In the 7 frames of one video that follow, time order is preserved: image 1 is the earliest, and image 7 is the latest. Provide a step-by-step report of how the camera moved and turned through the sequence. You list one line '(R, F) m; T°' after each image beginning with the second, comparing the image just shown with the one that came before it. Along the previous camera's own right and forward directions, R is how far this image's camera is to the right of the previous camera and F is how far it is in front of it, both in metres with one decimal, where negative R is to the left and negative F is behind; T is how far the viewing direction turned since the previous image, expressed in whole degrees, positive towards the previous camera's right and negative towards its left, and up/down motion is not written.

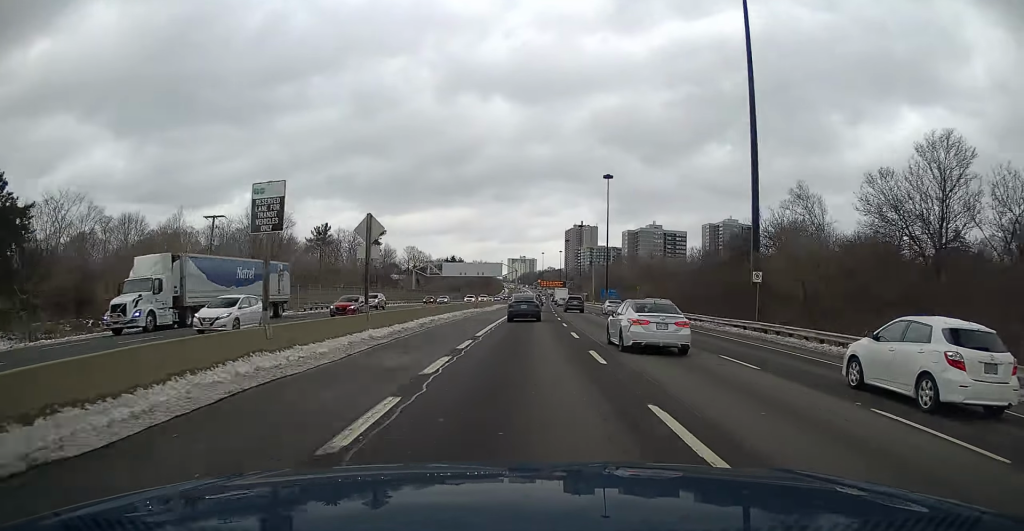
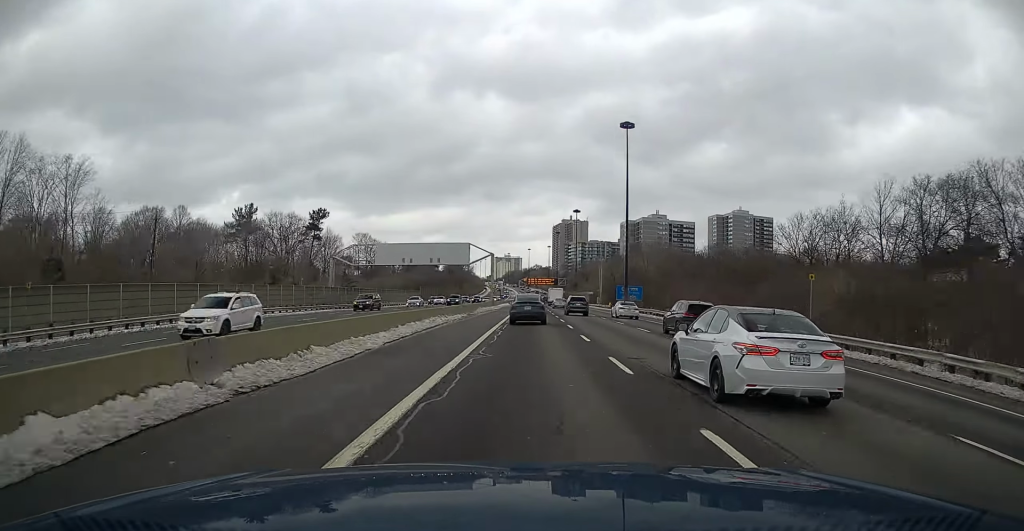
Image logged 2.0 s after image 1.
(+0.7, +55.6) m; +1°
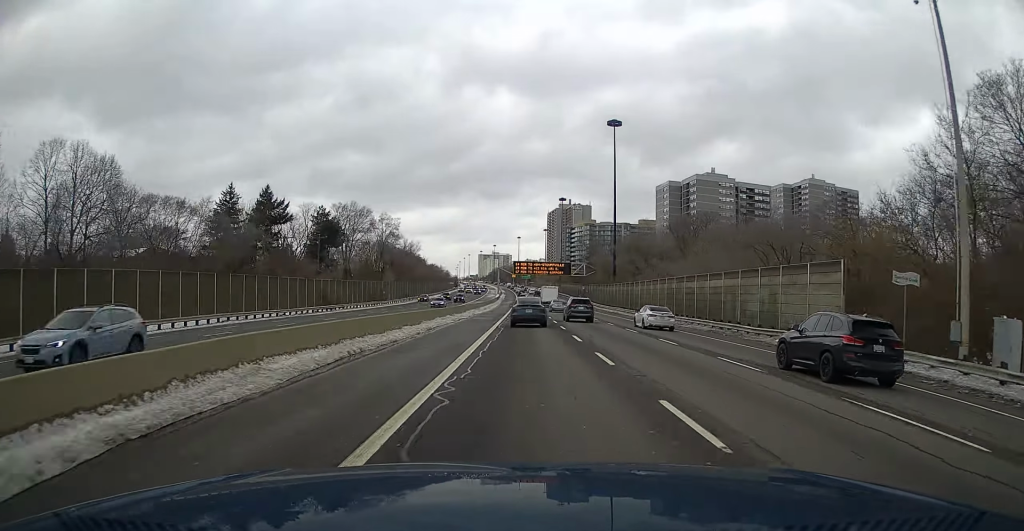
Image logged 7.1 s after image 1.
(+1.3, +136.4) m; +1°
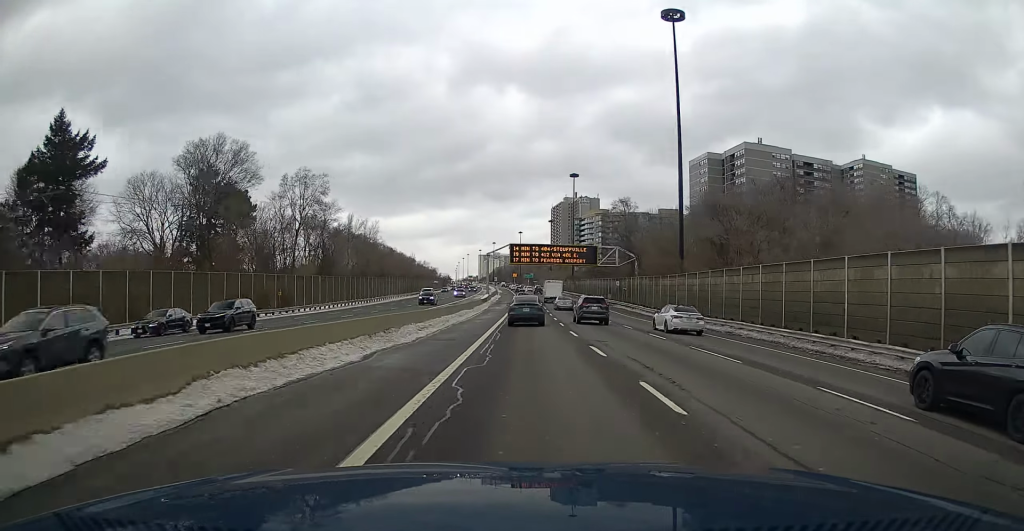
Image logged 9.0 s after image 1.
(+0.1, +51.2) m; 0°
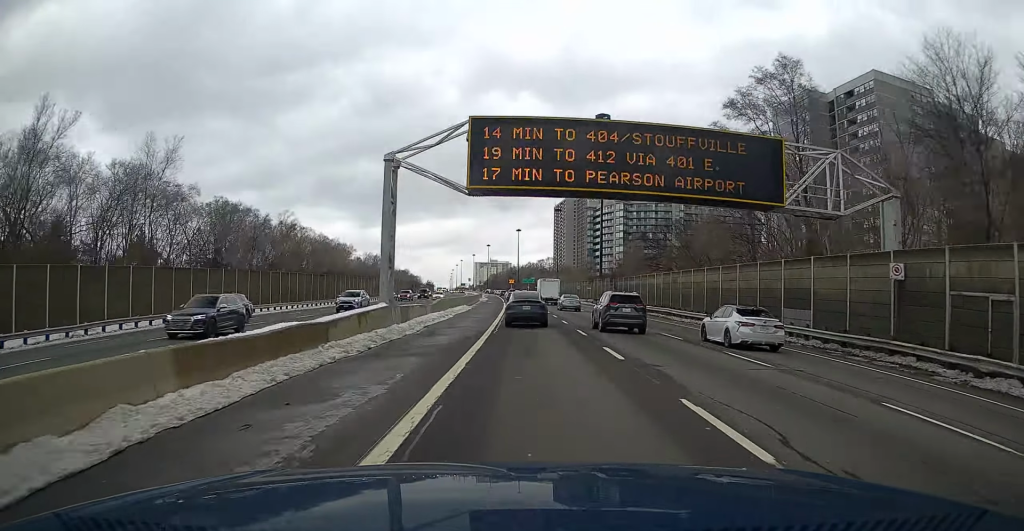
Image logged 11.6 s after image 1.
(0.0, +71.0) m; -1°
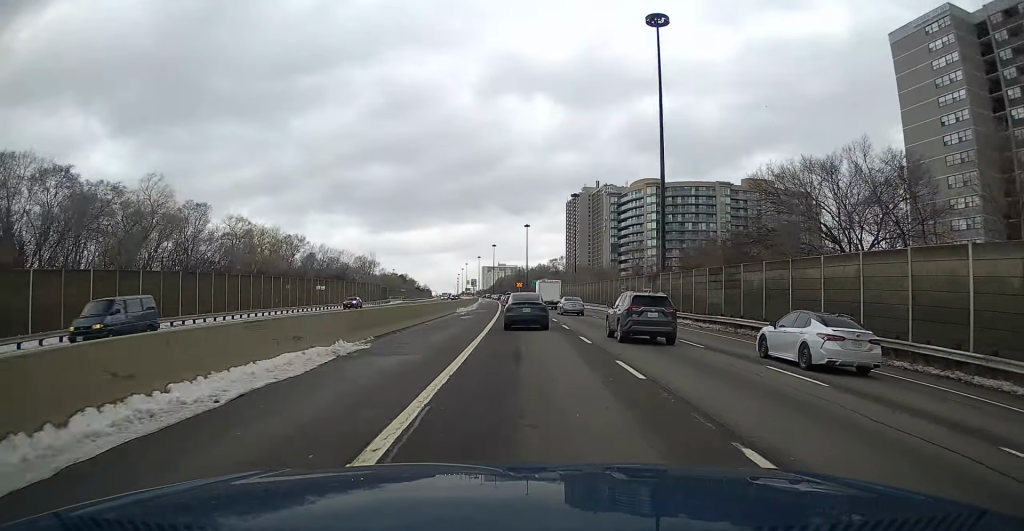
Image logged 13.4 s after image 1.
(0.0, +47.8) m; -1°
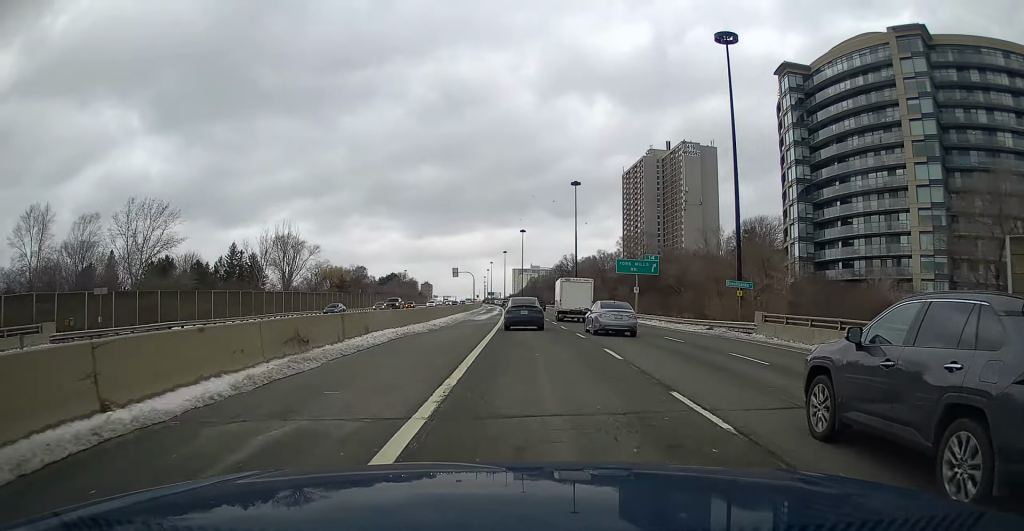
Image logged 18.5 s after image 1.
(-3.6, +131.6) m; -3°
